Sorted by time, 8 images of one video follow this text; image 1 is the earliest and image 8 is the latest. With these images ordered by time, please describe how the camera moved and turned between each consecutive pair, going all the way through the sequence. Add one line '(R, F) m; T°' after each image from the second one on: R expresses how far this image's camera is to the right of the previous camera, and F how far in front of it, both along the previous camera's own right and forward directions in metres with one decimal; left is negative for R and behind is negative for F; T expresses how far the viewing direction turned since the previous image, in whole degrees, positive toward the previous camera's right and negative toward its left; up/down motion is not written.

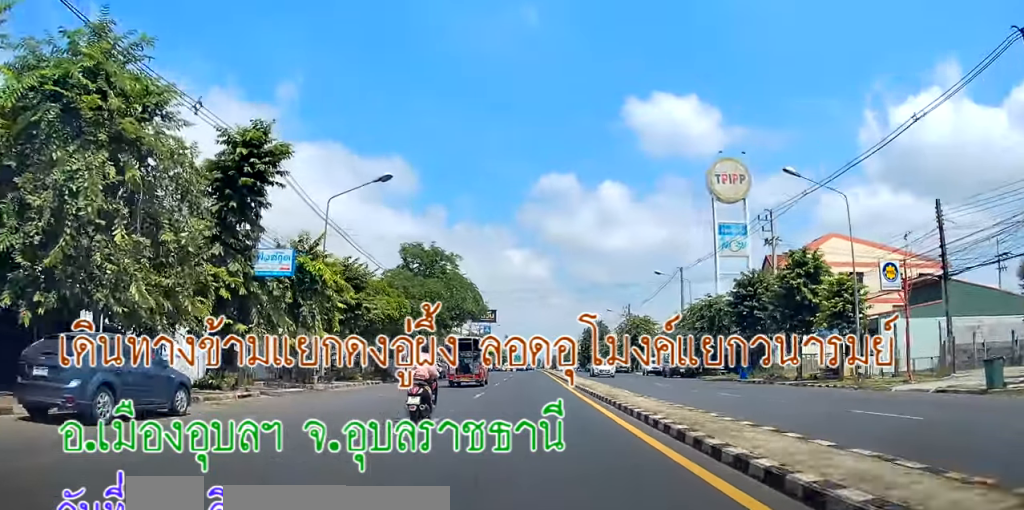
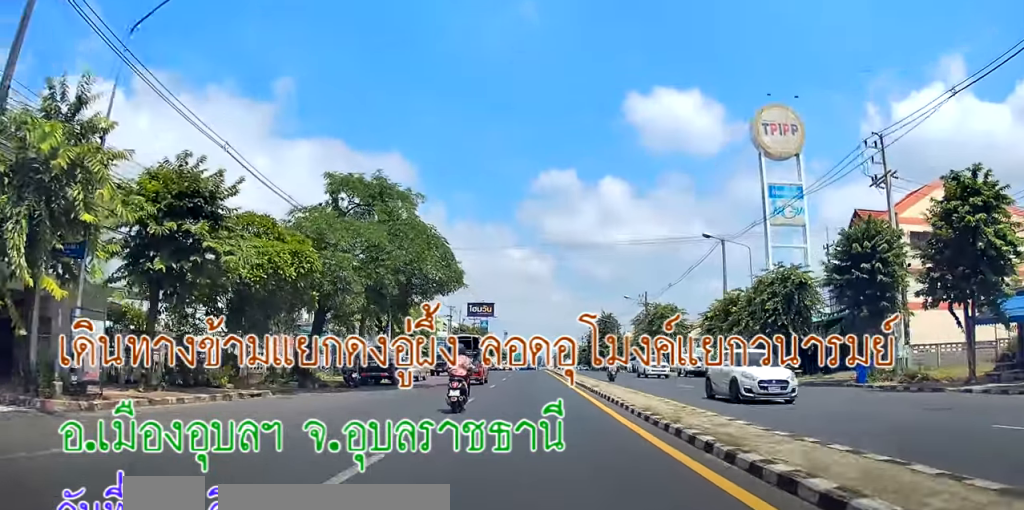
(-0.1, +17.0) m; 0°
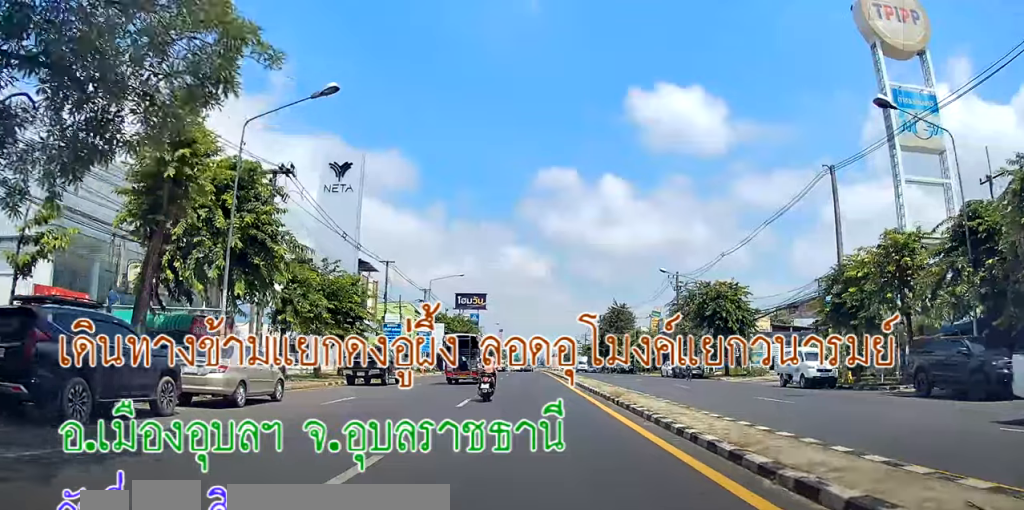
(-0.4, +23.7) m; -2°
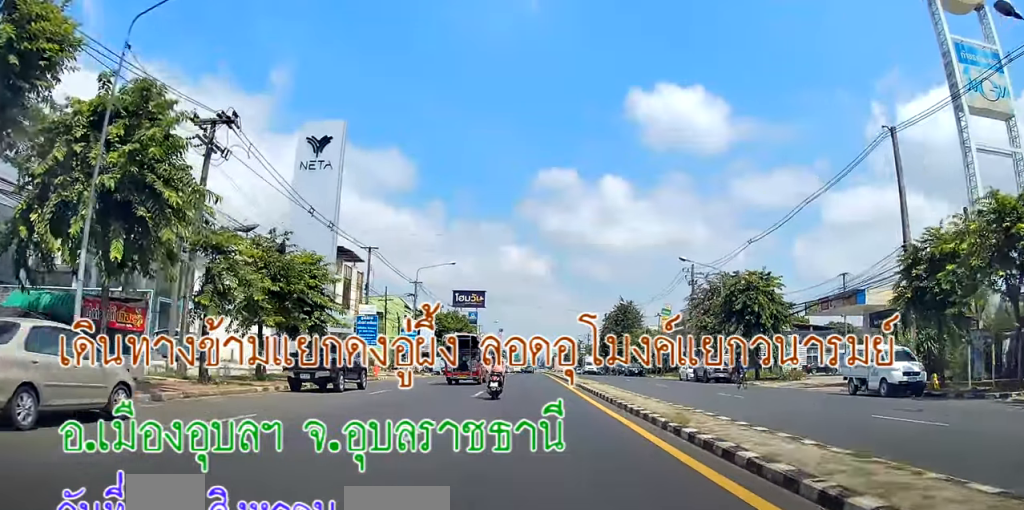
(-0.3, +7.3) m; 0°
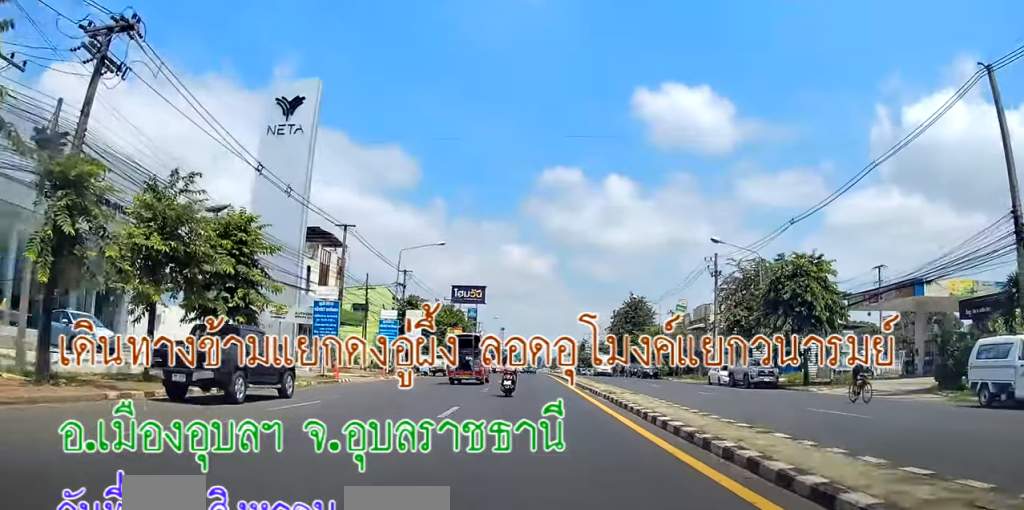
(+0.2, +8.5) m; +1°
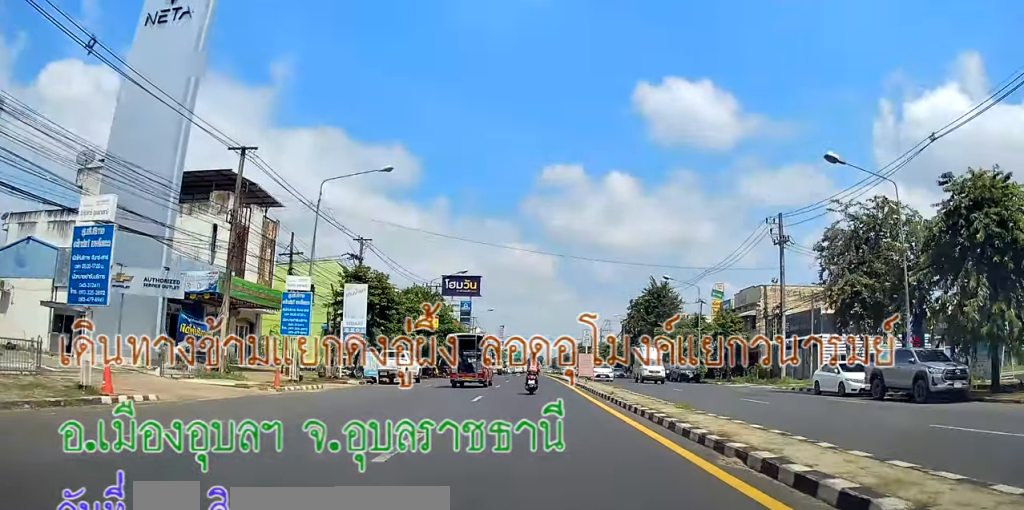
(+0.5, +17.6) m; 0°
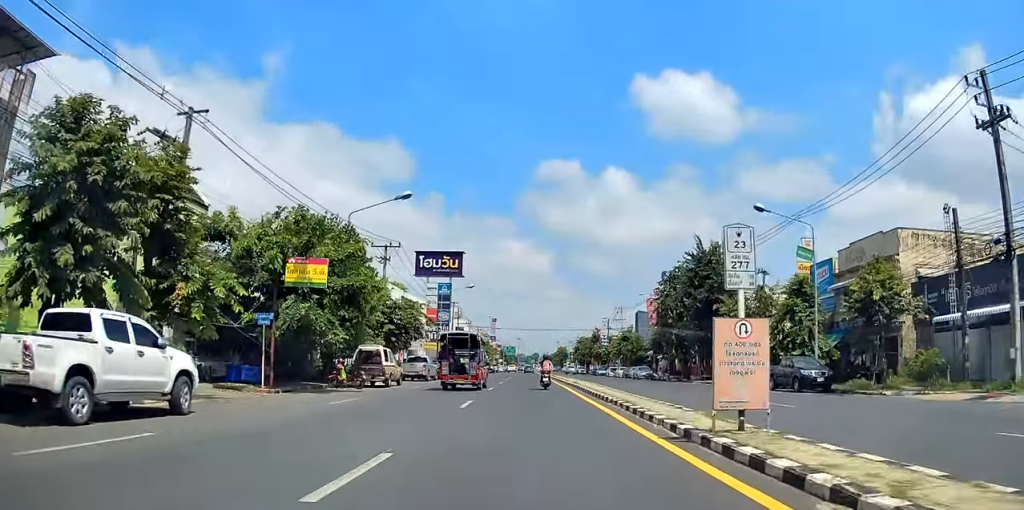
(-1.1, +26.5) m; -3°
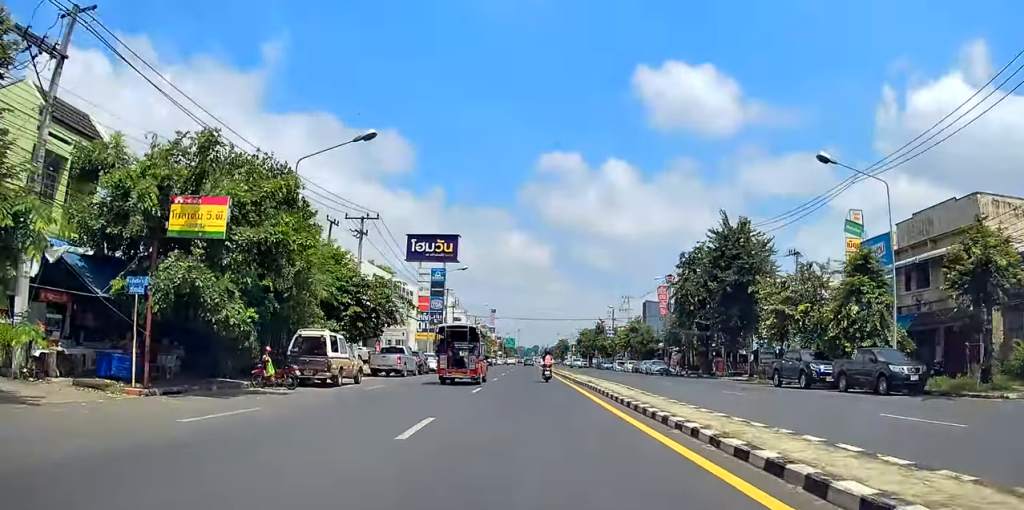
(-0.1, +8.5) m; +1°
